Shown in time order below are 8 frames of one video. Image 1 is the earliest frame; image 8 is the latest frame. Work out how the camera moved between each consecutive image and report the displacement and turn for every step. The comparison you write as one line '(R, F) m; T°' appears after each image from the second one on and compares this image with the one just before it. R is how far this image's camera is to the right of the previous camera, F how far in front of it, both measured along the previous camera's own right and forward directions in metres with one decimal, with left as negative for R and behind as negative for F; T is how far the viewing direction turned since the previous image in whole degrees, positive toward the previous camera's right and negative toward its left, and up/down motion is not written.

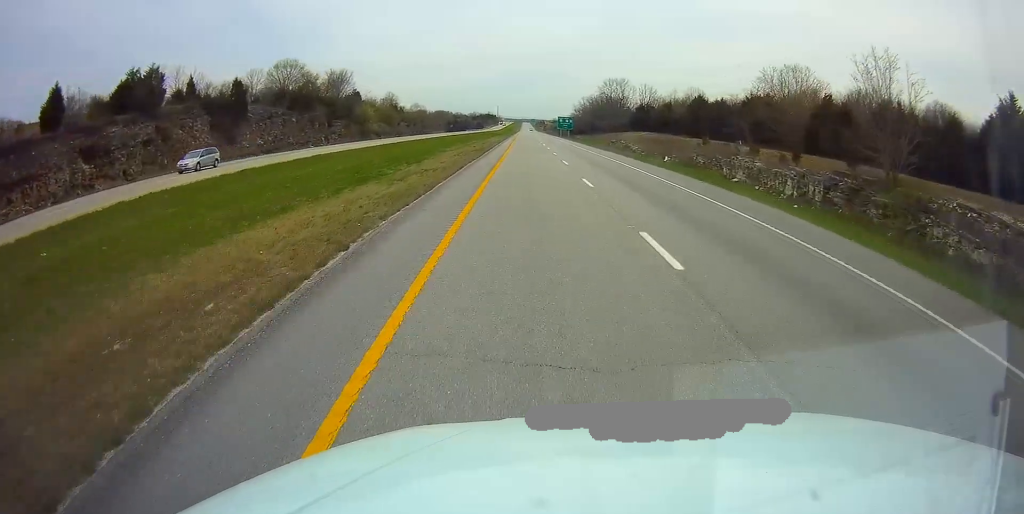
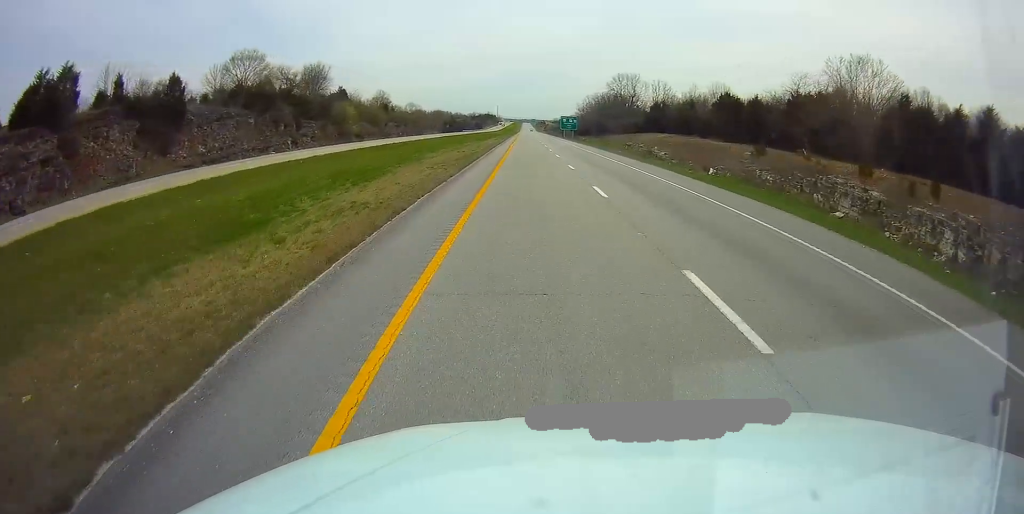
(0.0, +15.1) m; 0°
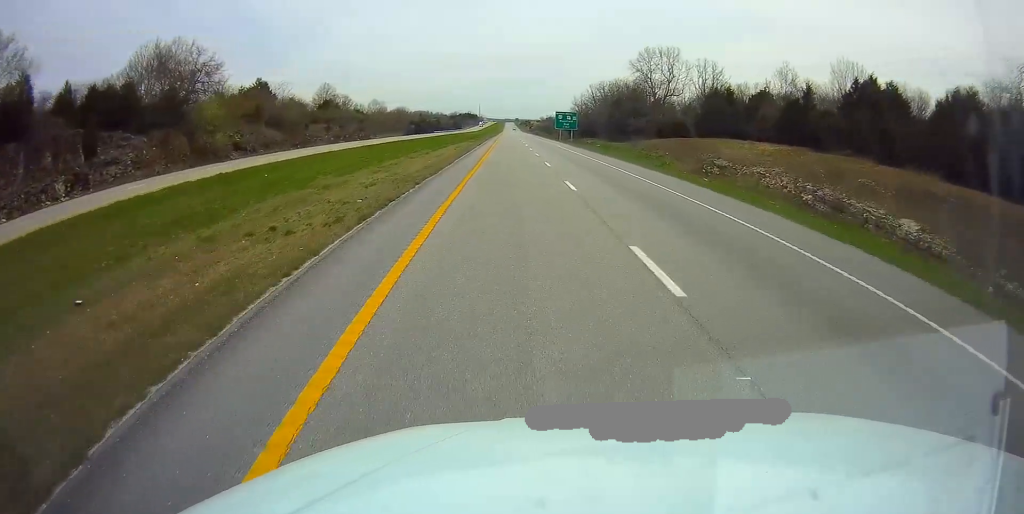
(+0.5, +46.7) m; +1°
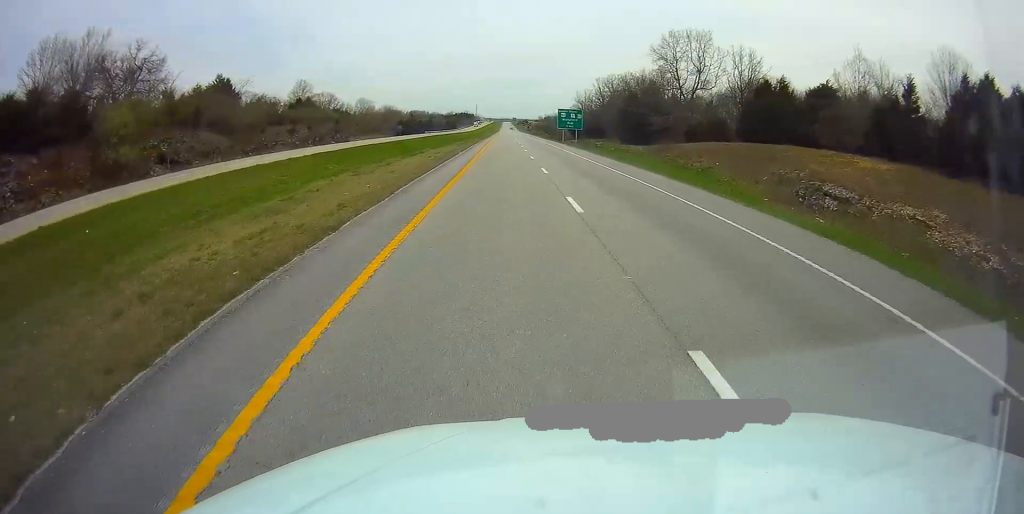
(0.0, +17.3) m; 0°
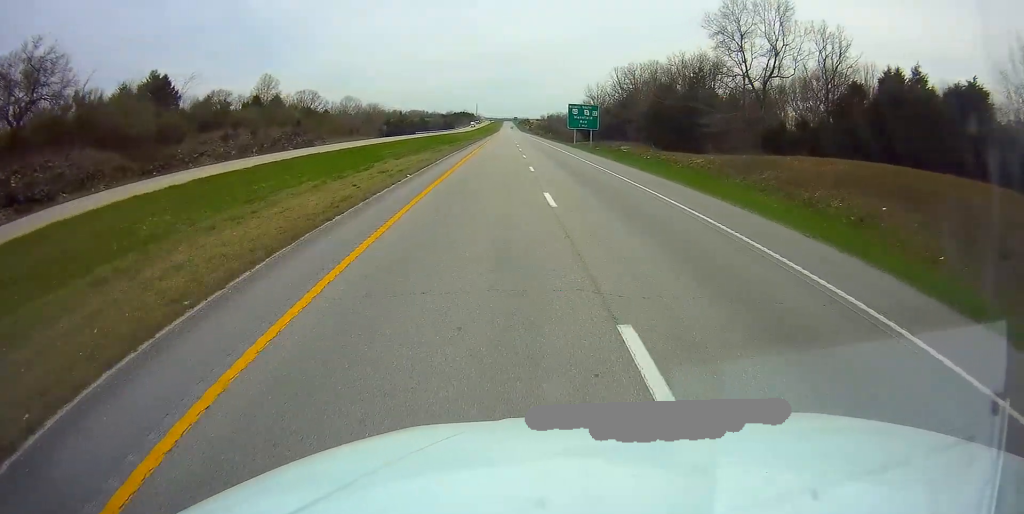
(0.0, +23.4) m; 0°
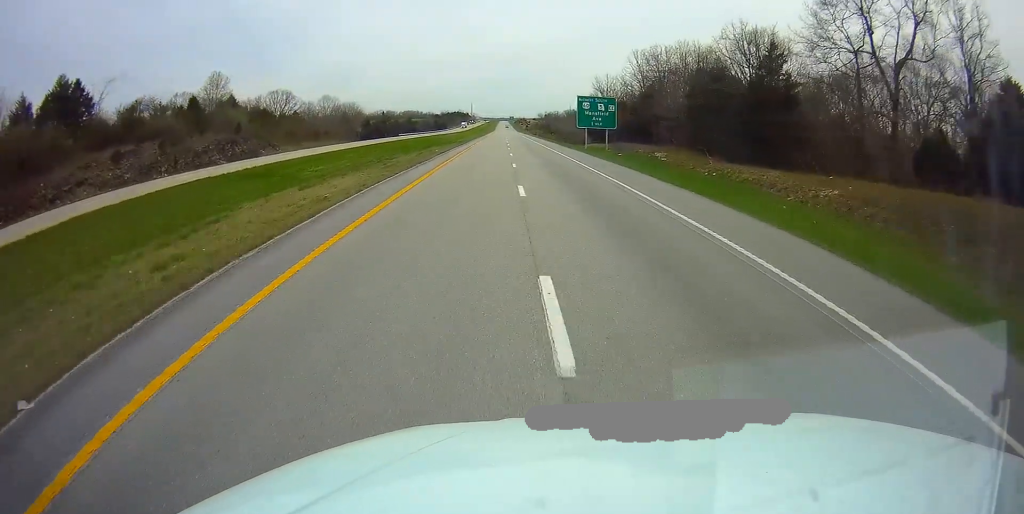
(+0.1, +22.5) m; 0°
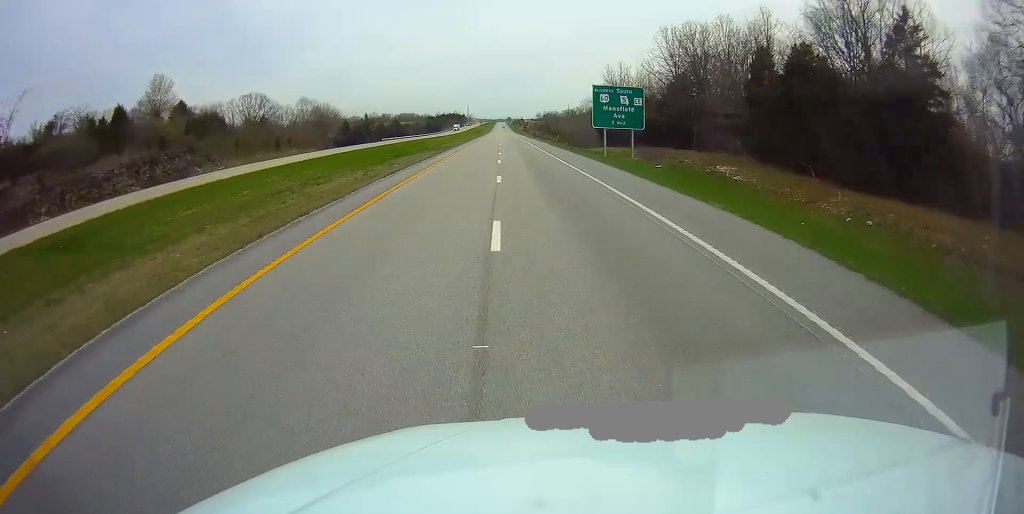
(0.0, +19.5) m; 0°
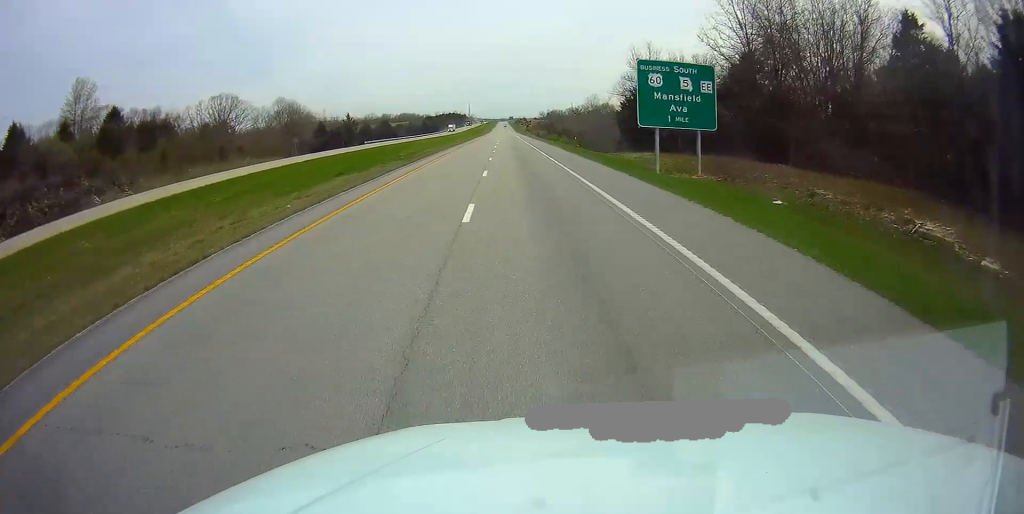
(0.0, +21.6) m; -1°
